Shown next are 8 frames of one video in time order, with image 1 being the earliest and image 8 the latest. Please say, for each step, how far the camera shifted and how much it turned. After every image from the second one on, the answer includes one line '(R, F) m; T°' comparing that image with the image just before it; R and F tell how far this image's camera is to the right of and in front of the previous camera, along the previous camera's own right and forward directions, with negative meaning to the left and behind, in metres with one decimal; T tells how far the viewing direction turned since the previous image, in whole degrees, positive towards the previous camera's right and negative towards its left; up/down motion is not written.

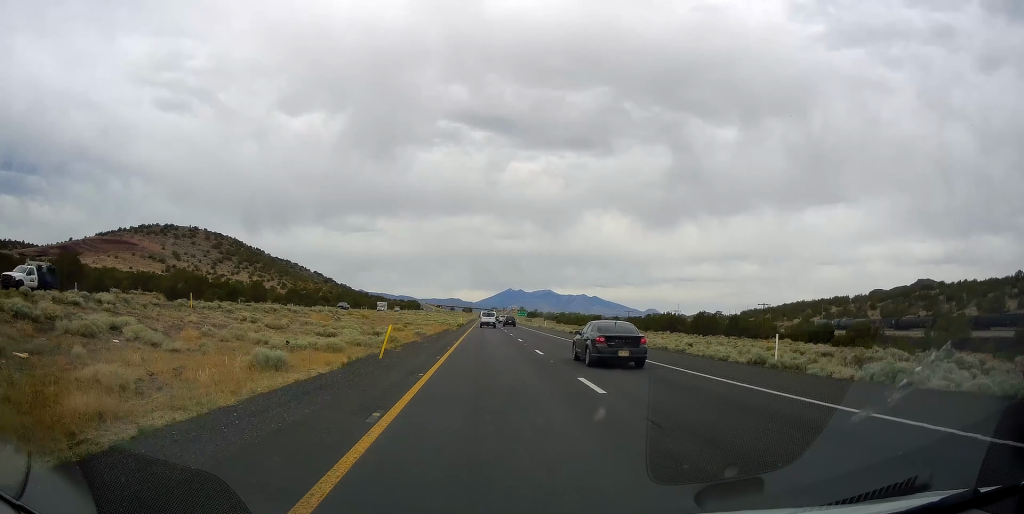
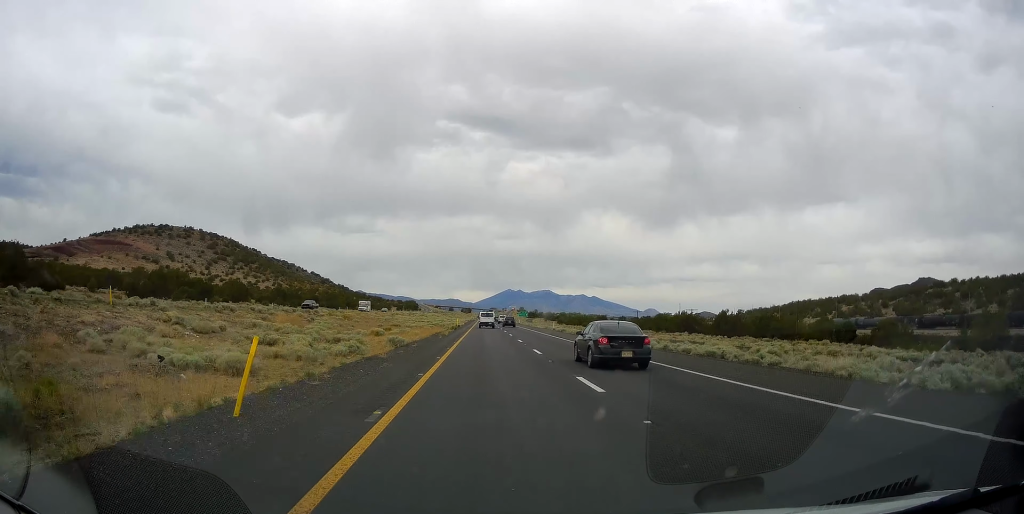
(-0.3, +12.2) m; 0°
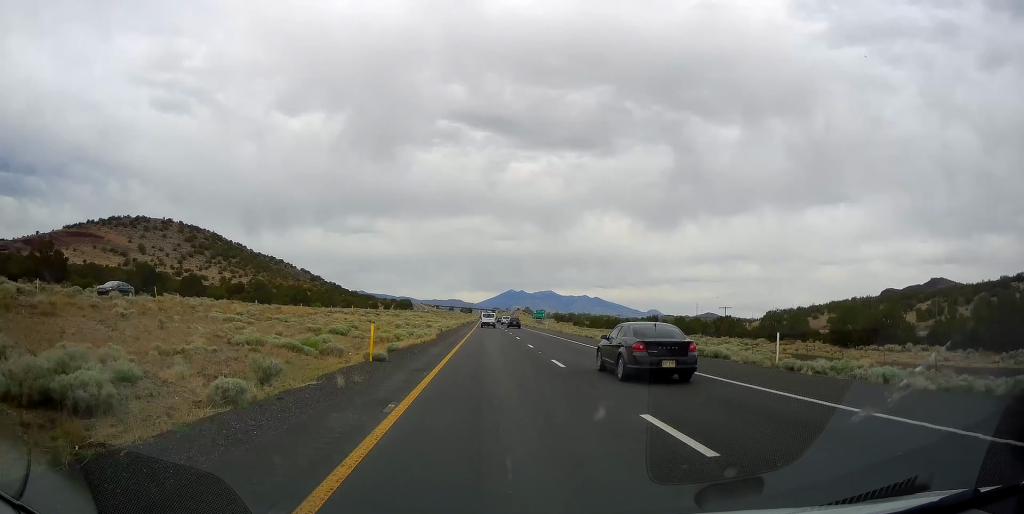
(+0.4, +67.0) m; 0°
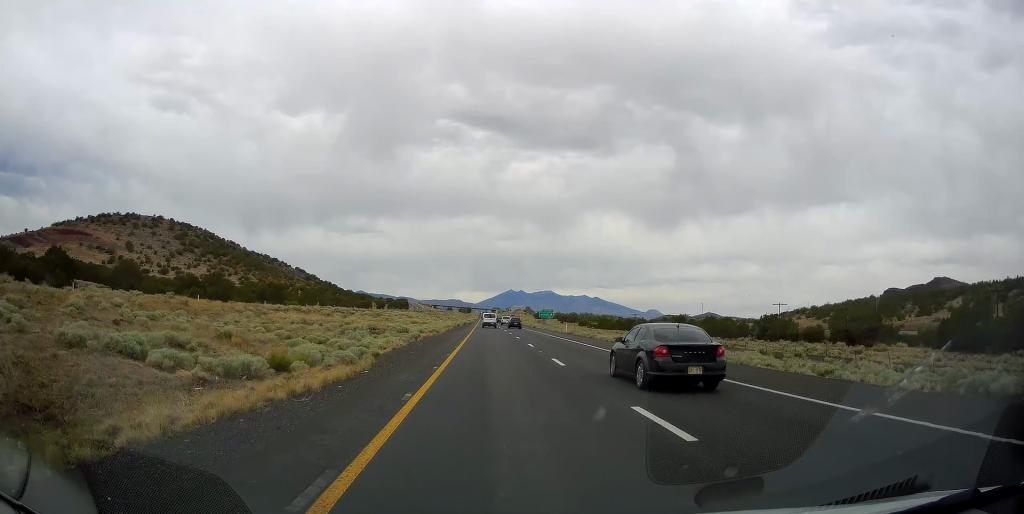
(+0.2, +23.5) m; 0°
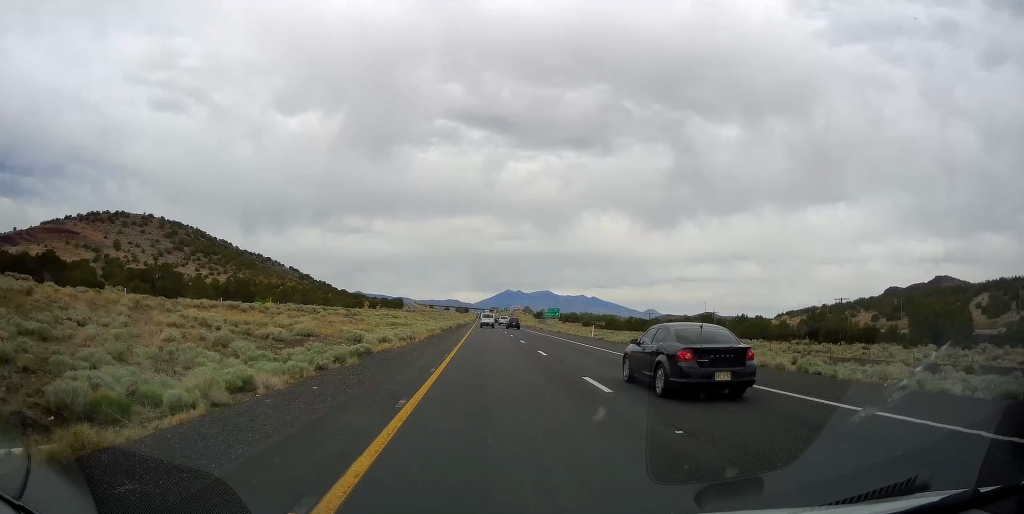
(-0.1, +19.3) m; -1°
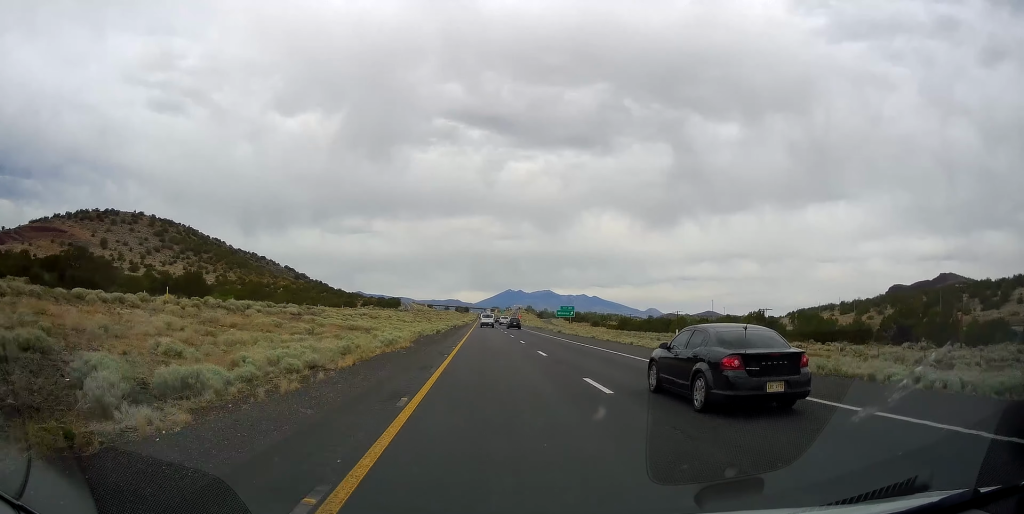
(-0.2, +24.4) m; 0°
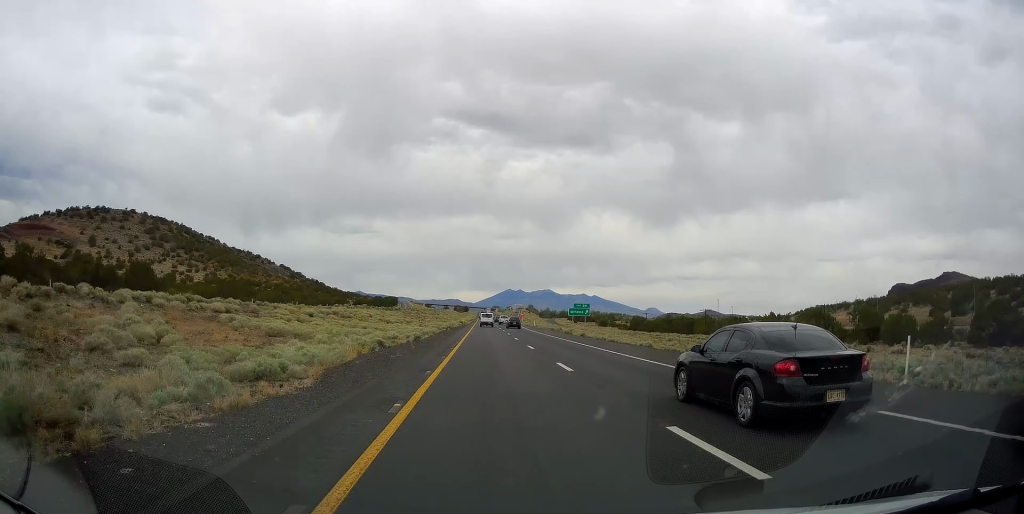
(-0.2, +19.3) m; 0°
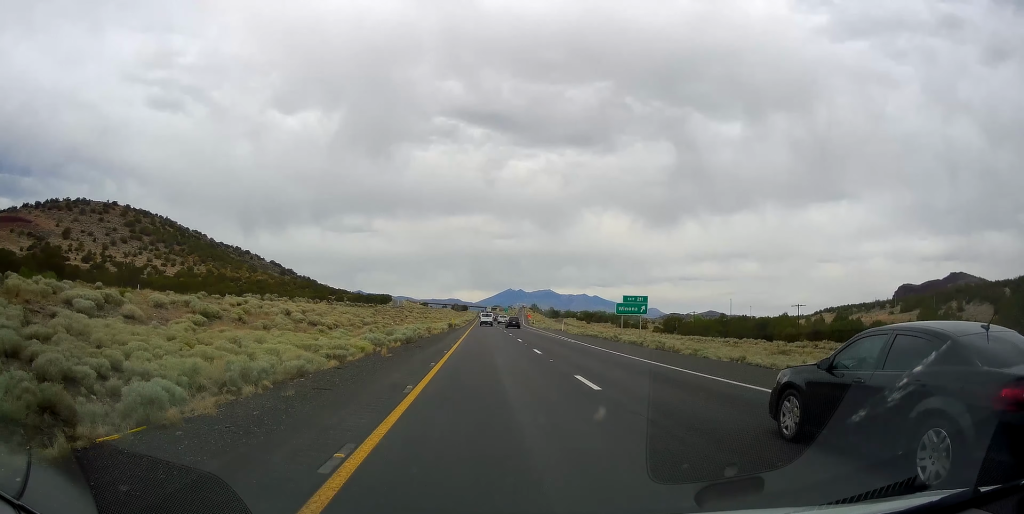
(+0.6, +40.6) m; +1°
